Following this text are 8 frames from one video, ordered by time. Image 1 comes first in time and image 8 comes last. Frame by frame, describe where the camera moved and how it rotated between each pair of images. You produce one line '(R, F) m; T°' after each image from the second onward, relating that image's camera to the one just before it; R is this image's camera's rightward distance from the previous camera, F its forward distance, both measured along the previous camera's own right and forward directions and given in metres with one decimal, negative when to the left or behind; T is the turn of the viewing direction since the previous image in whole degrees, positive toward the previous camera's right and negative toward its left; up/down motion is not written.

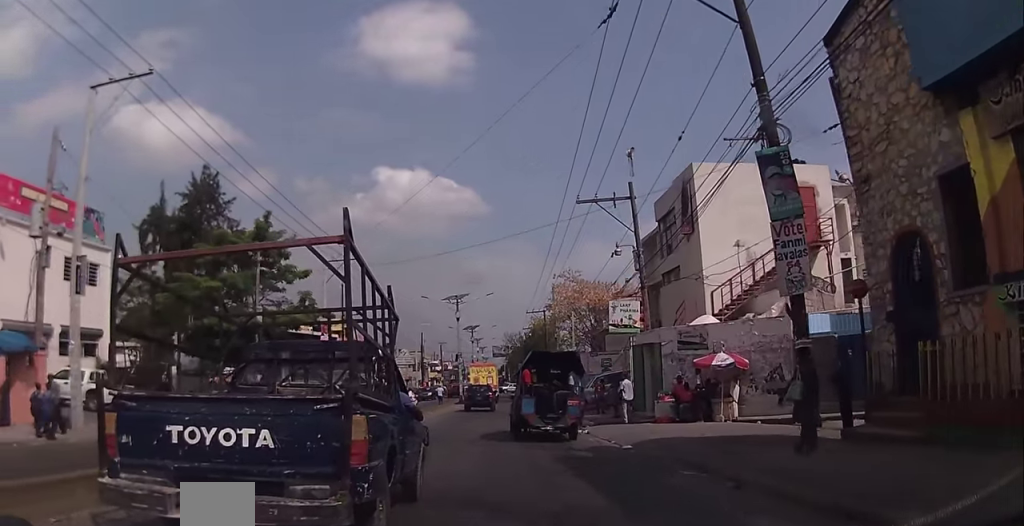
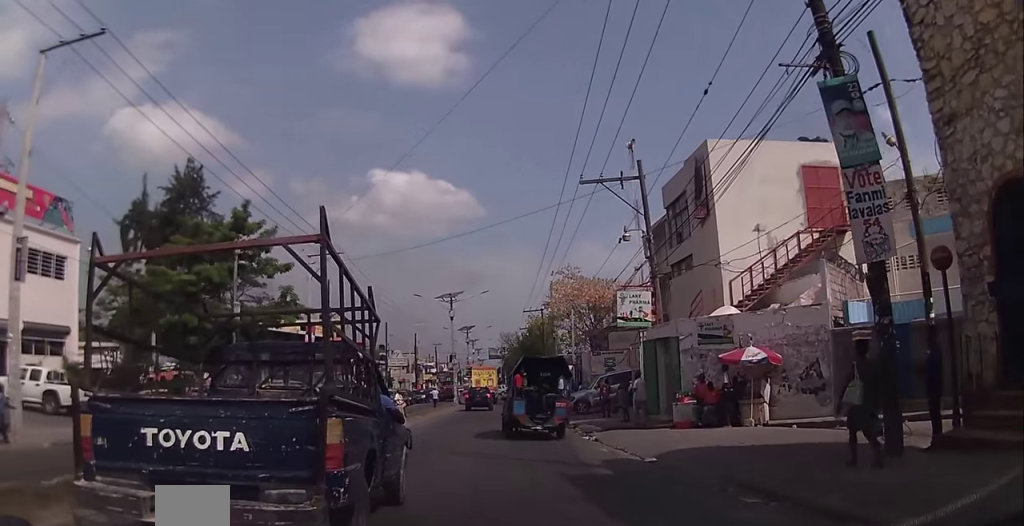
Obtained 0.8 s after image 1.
(-0.1, +3.4) m; +2°
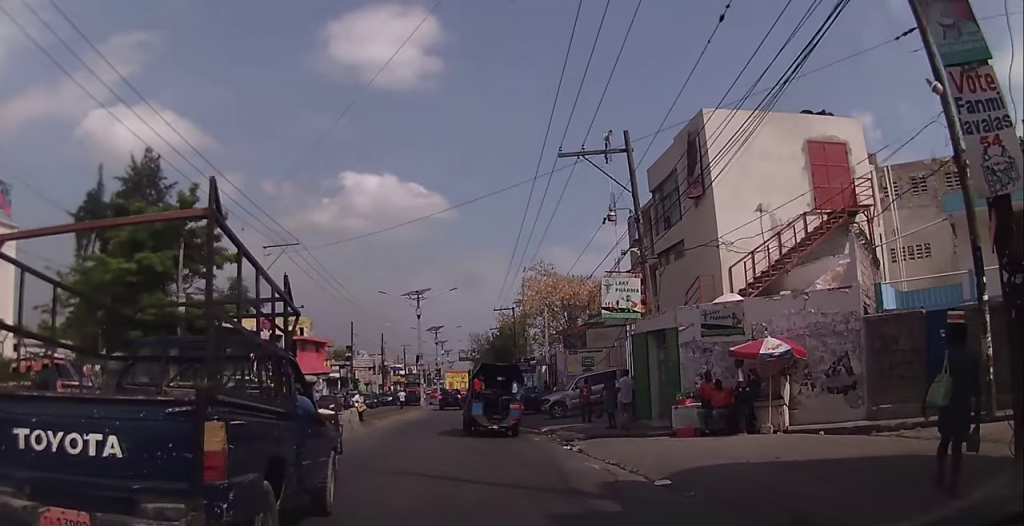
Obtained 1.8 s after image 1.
(+0.2, +3.4) m; +4°
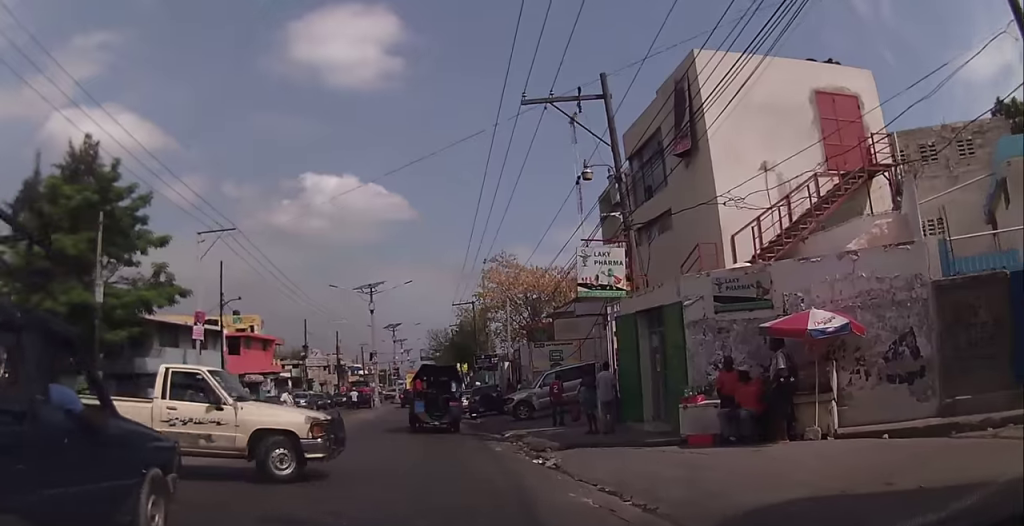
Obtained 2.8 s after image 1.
(0.0, +3.7) m; +2°
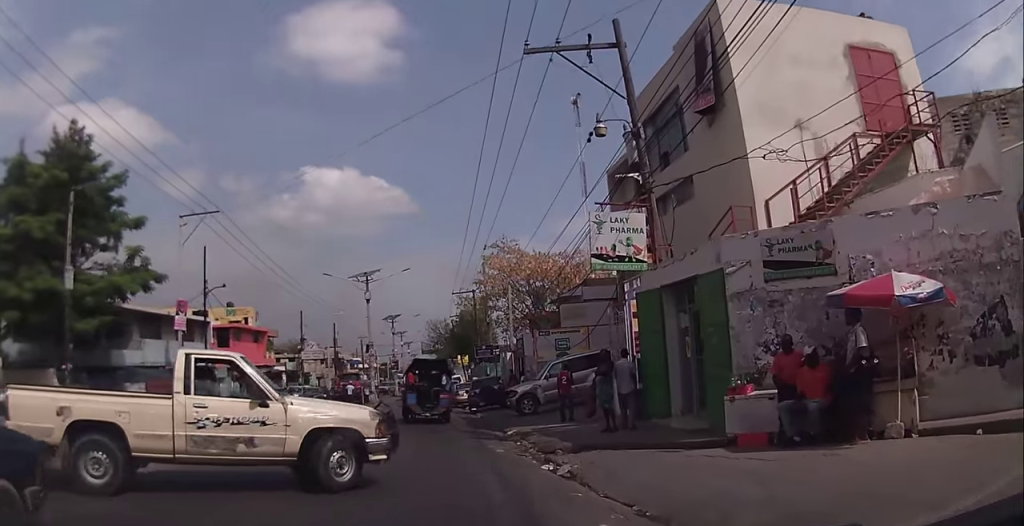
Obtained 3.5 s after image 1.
(-0.1, +2.4) m; +1°
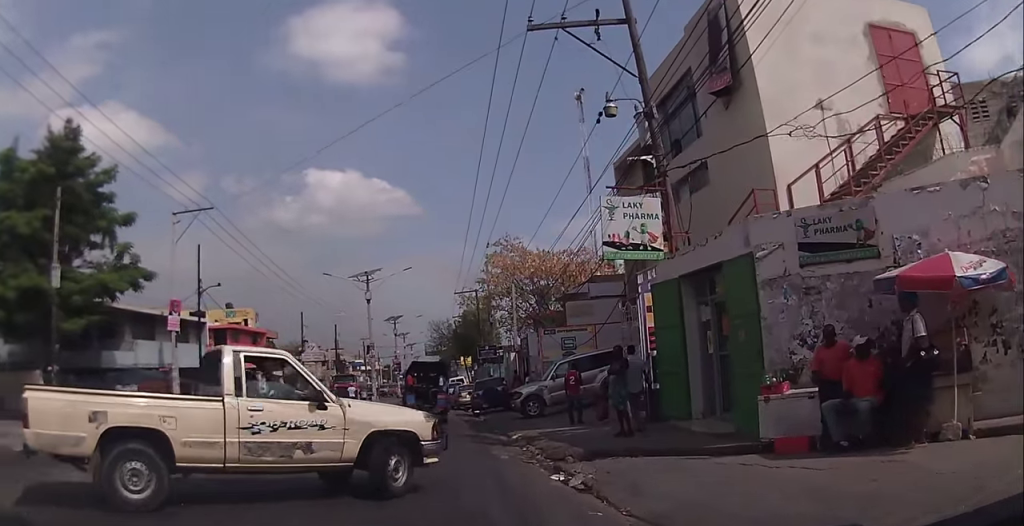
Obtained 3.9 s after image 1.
(+0.2, +1.4) m; +2°
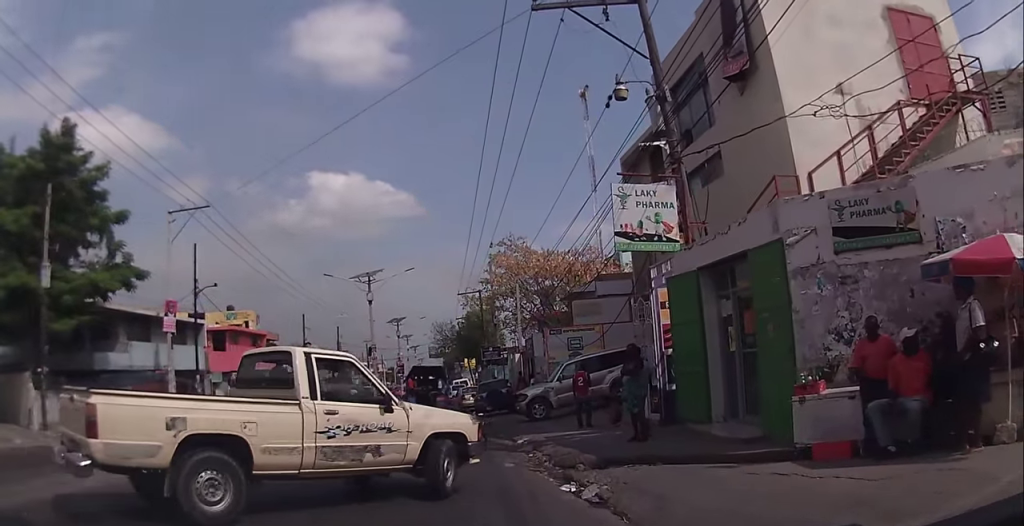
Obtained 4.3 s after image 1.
(+0.1, +1.4) m; +1°
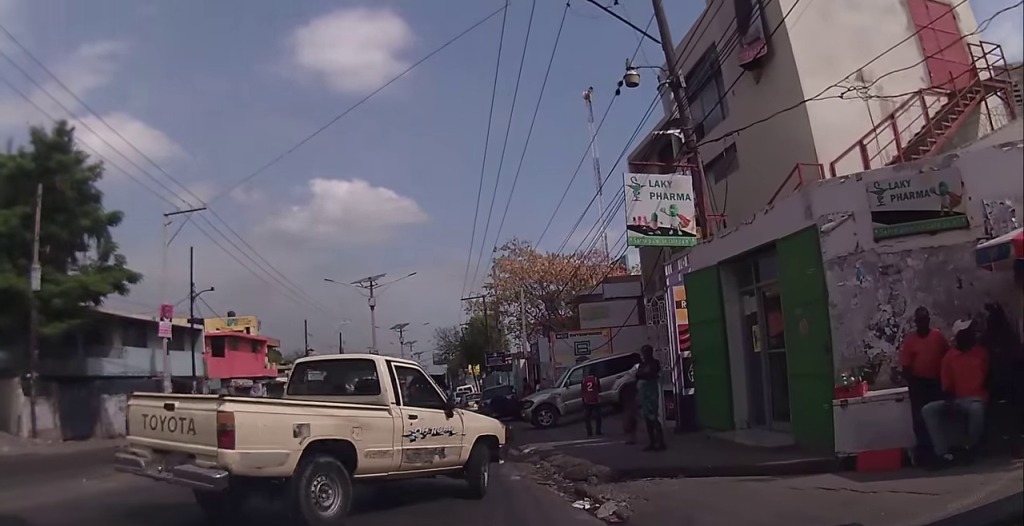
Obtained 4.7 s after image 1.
(-0.1, +1.1) m; -2°
